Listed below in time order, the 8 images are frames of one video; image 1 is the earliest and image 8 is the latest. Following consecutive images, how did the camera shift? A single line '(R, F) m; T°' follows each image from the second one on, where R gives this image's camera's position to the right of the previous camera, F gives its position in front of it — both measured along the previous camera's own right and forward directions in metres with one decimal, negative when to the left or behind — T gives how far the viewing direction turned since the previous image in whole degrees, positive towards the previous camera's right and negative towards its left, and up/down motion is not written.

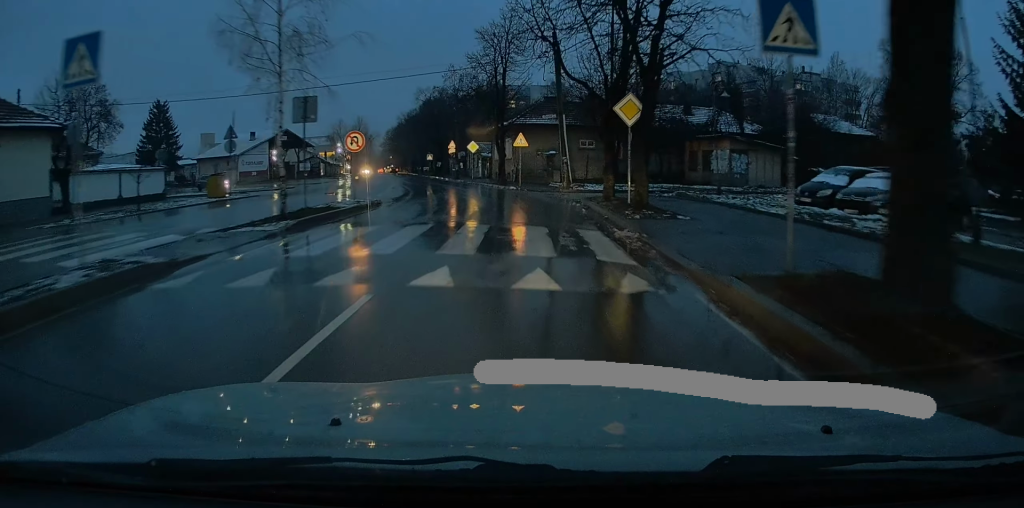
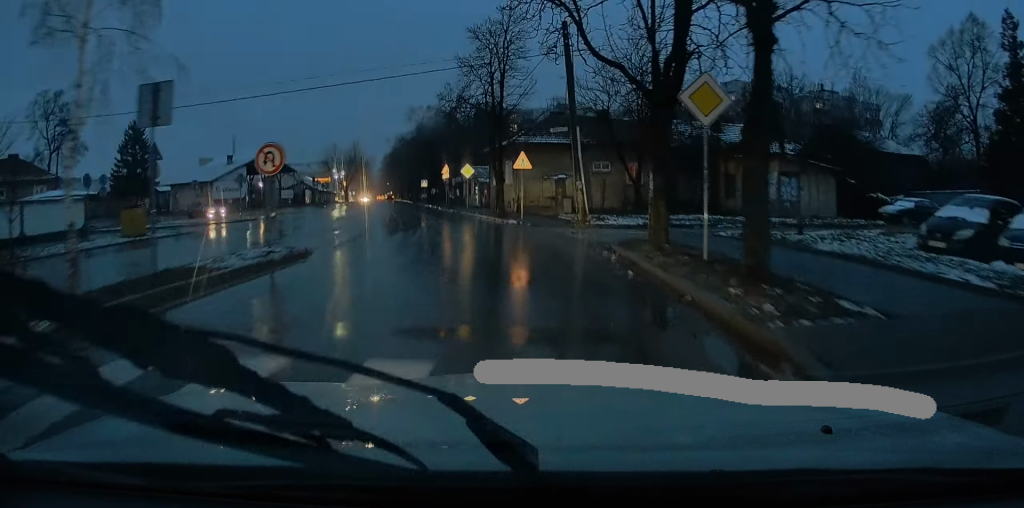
(-0.2, +7.9) m; +2°
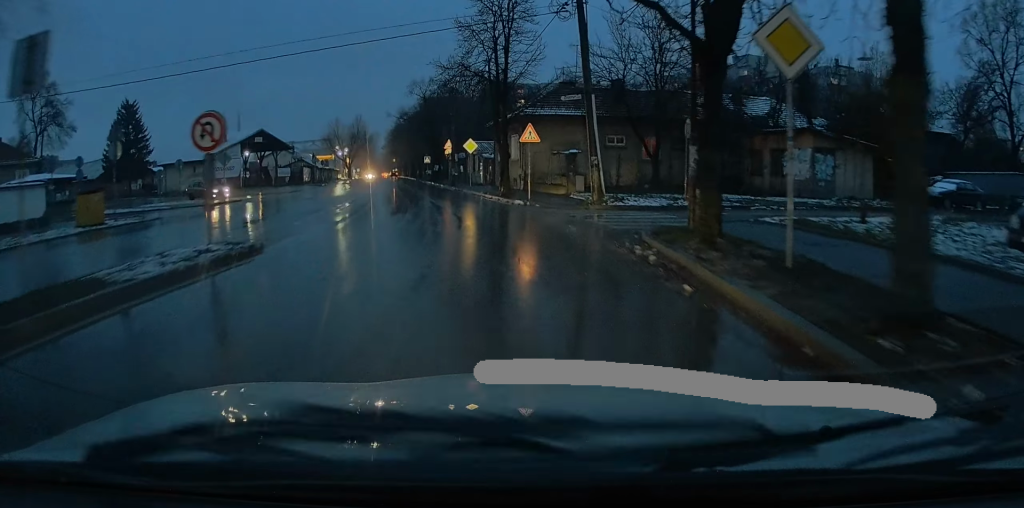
(+0.2, +3.3) m; 0°
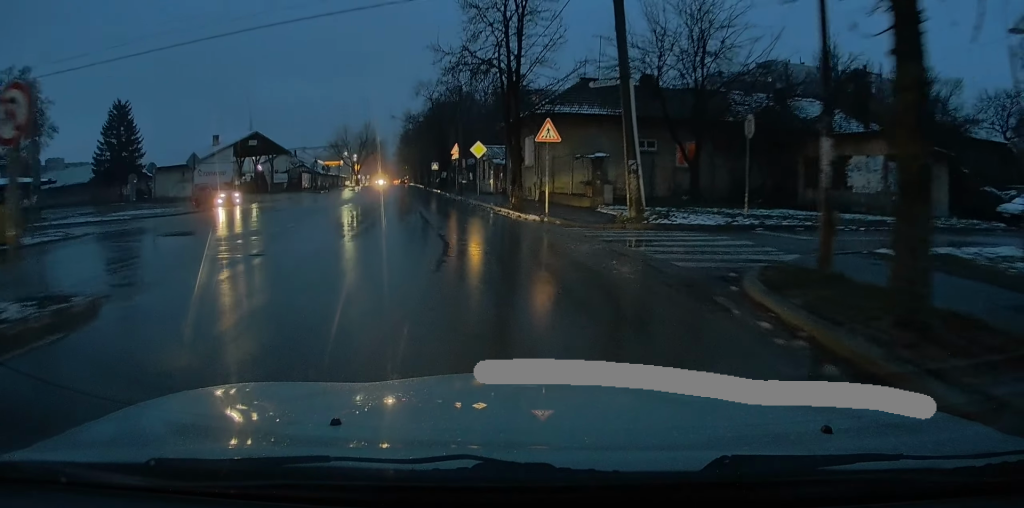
(0.0, +5.3) m; -1°
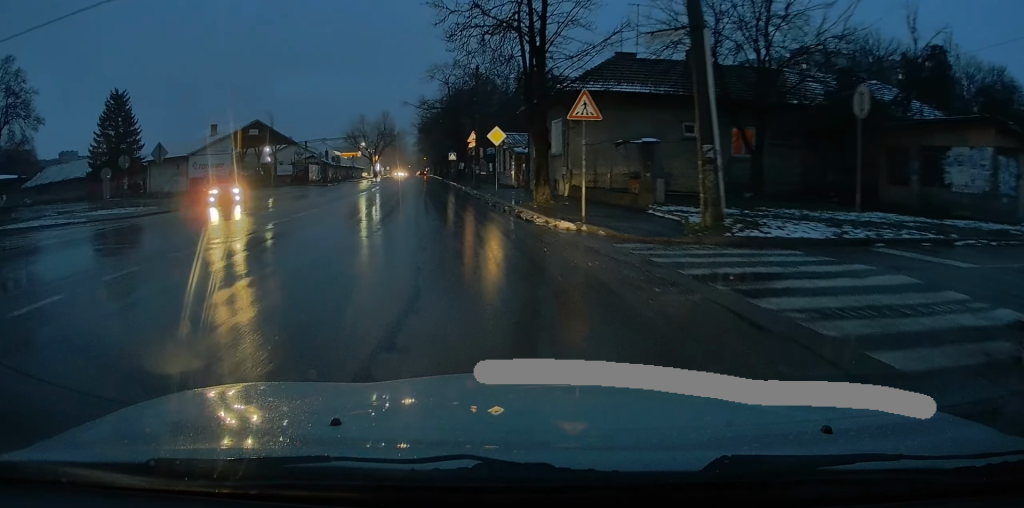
(-0.2, +5.4) m; -3°
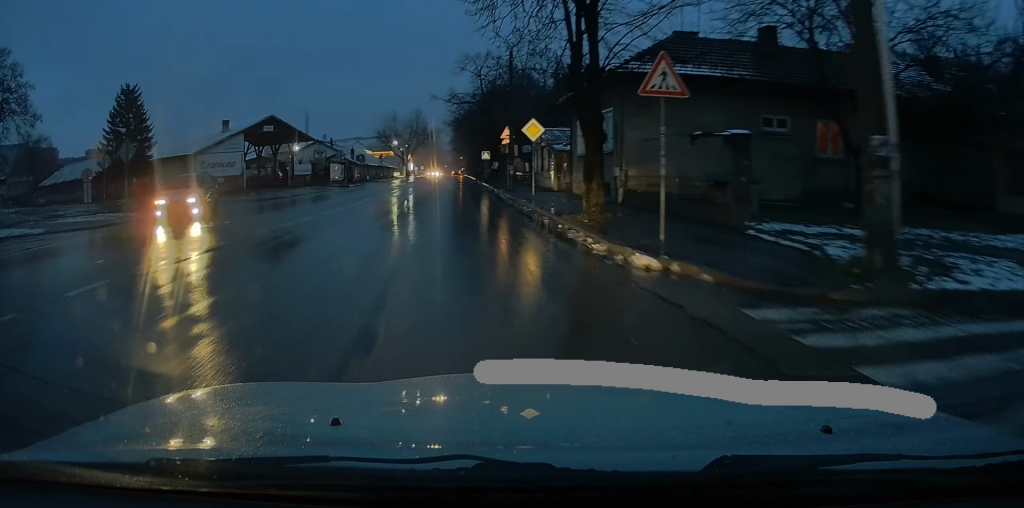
(0.0, +5.1) m; -4°
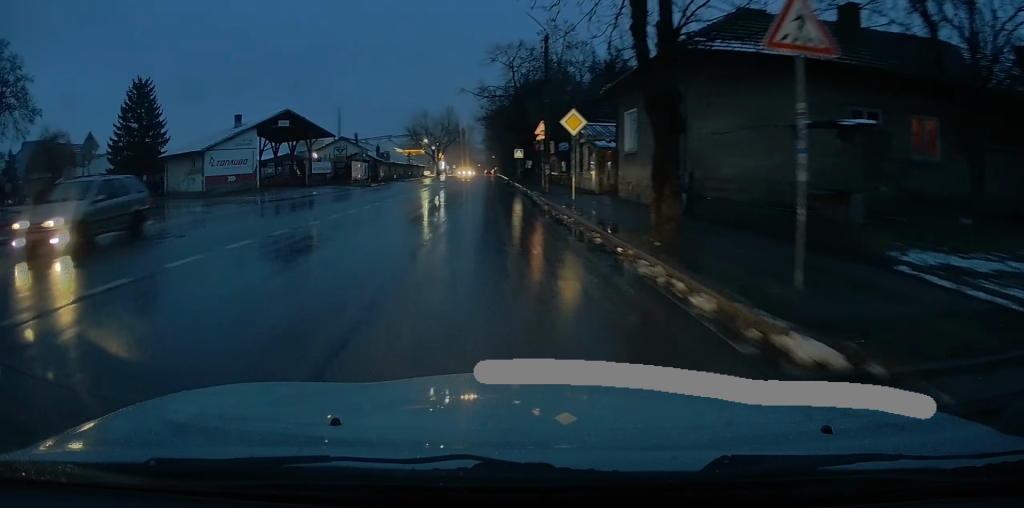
(-0.3, +4.2) m; -4°
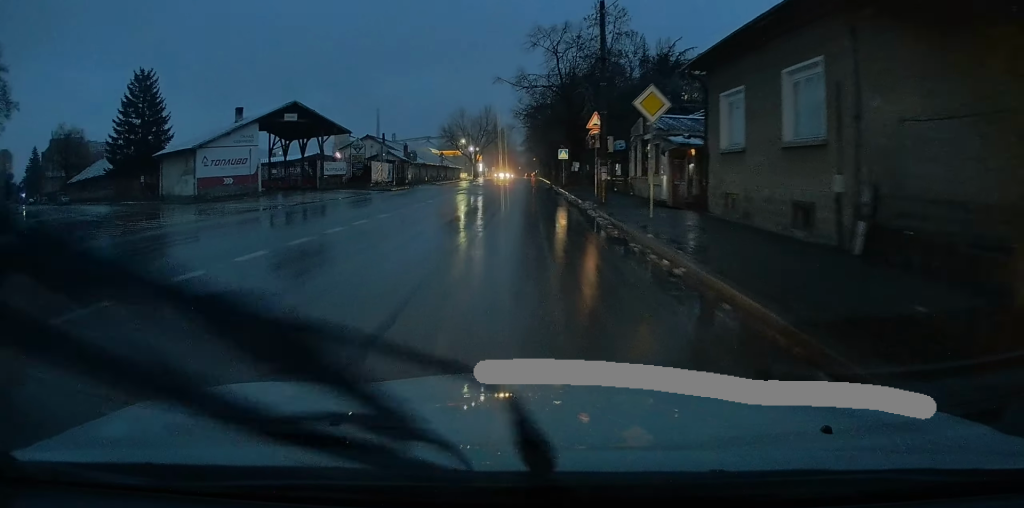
(-0.2, +7.5) m; -3°
